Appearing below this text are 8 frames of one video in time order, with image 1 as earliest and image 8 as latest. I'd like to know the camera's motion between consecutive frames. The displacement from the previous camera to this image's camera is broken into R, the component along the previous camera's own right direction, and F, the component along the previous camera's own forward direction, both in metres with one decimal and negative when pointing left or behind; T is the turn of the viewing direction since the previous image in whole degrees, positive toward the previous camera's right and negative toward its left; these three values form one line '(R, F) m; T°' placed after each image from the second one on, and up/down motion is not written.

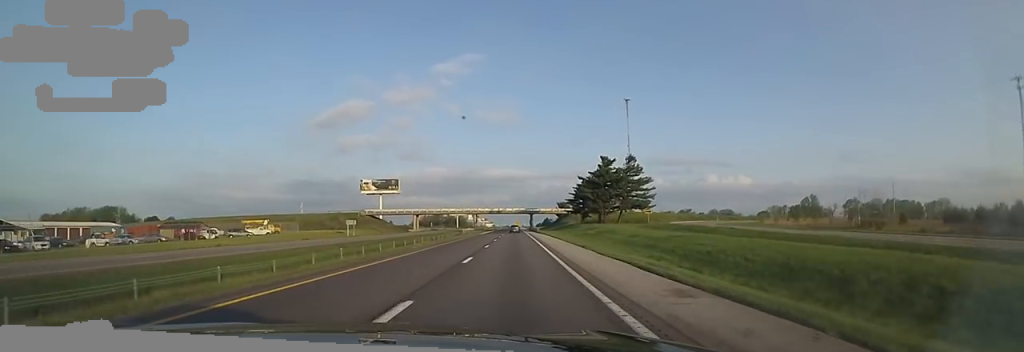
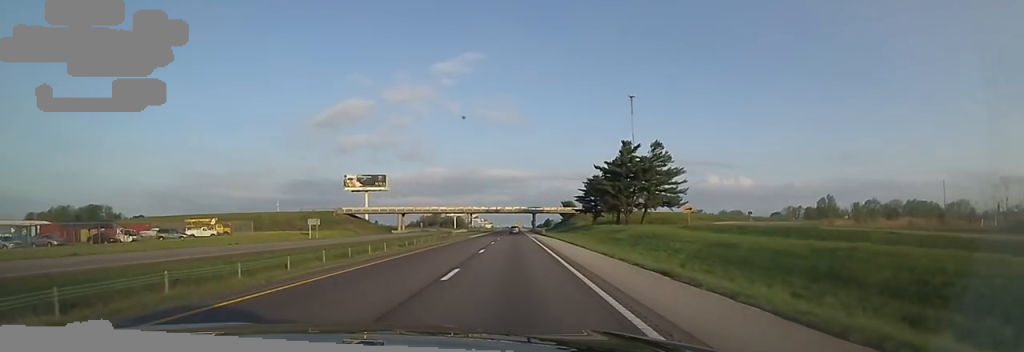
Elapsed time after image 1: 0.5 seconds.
(-0.1, +17.7) m; -1°
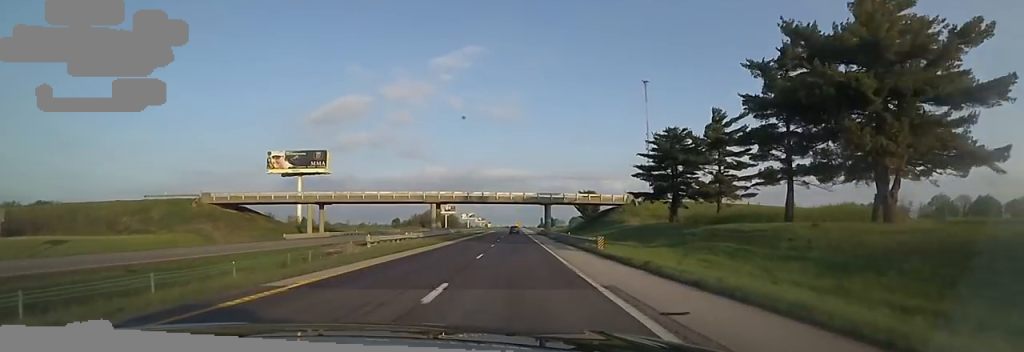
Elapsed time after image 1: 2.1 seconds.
(+0.6, +51.7) m; +2°
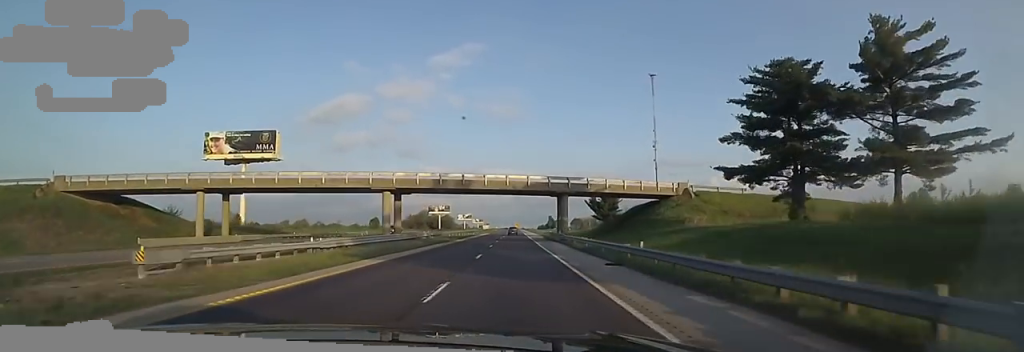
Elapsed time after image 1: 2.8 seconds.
(+0.1, +24.3) m; 0°
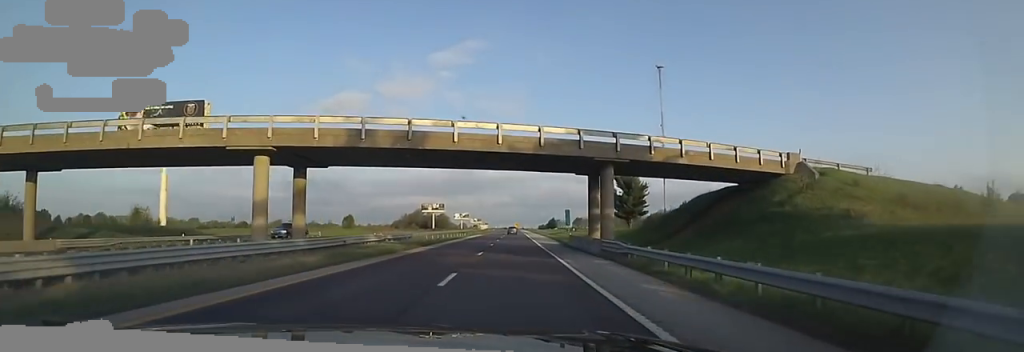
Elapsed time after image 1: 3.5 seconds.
(-0.1, +22.1) m; -1°
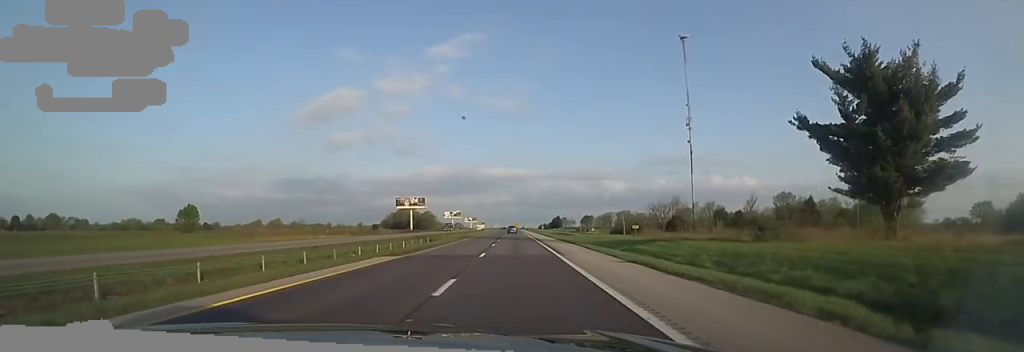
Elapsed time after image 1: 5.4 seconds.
(0.0, +61.8) m; +1°
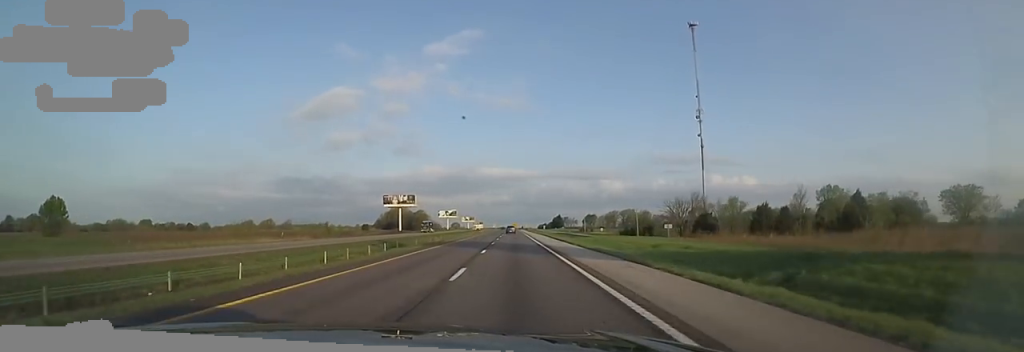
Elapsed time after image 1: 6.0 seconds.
(+0.3, +21.3) m; 0°
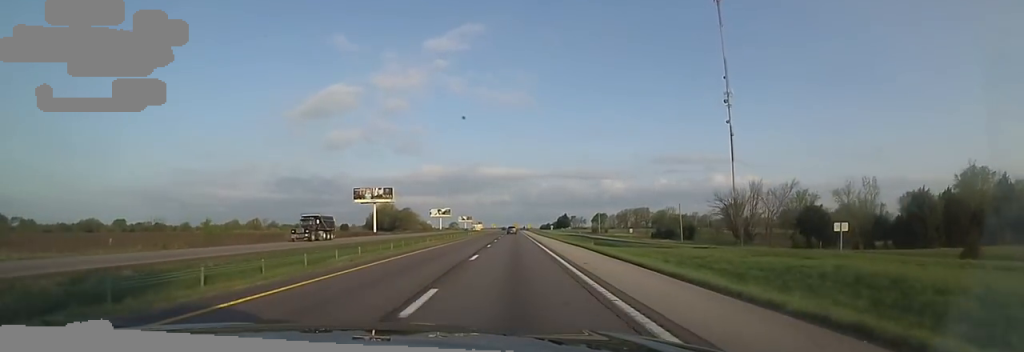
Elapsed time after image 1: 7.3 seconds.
(+0.2, +42.5) m; -2°
